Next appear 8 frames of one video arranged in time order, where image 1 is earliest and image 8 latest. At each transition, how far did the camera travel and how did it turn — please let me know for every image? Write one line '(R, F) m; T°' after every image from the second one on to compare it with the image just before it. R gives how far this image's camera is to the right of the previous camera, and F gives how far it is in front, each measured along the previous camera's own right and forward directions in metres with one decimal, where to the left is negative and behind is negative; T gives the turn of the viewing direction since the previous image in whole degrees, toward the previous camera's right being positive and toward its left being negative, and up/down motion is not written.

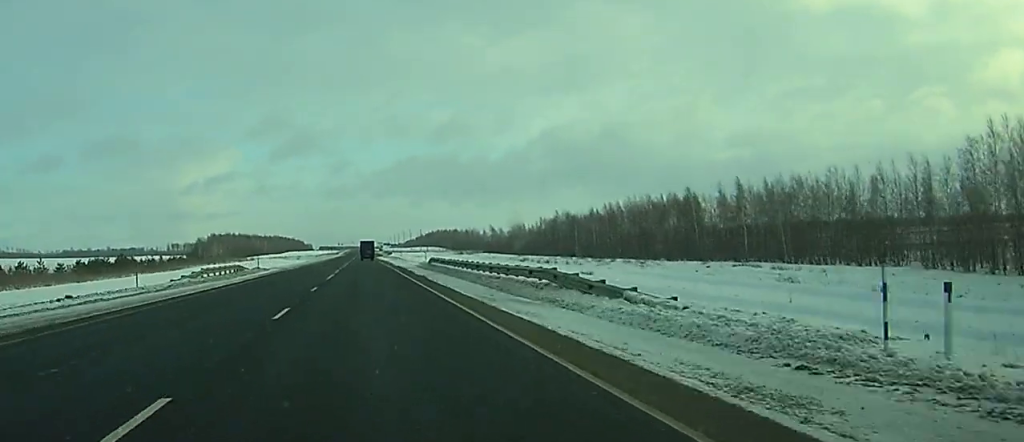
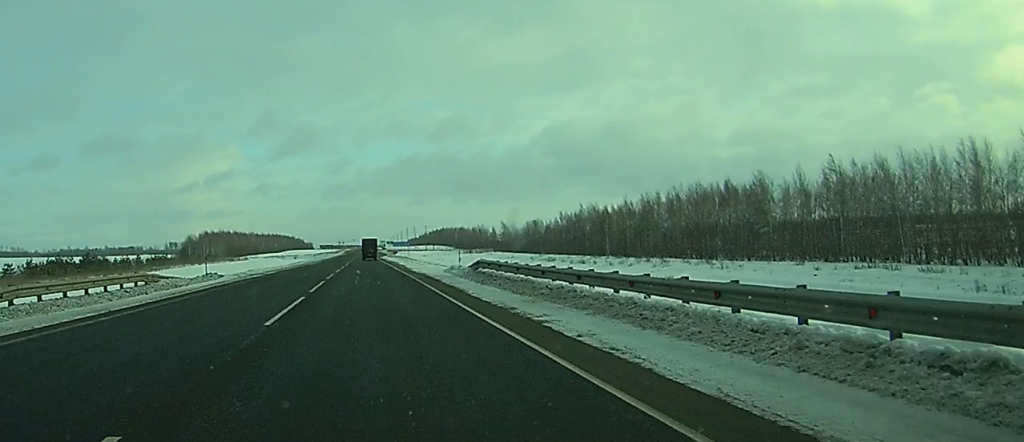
(0.0, +25.4) m; 0°
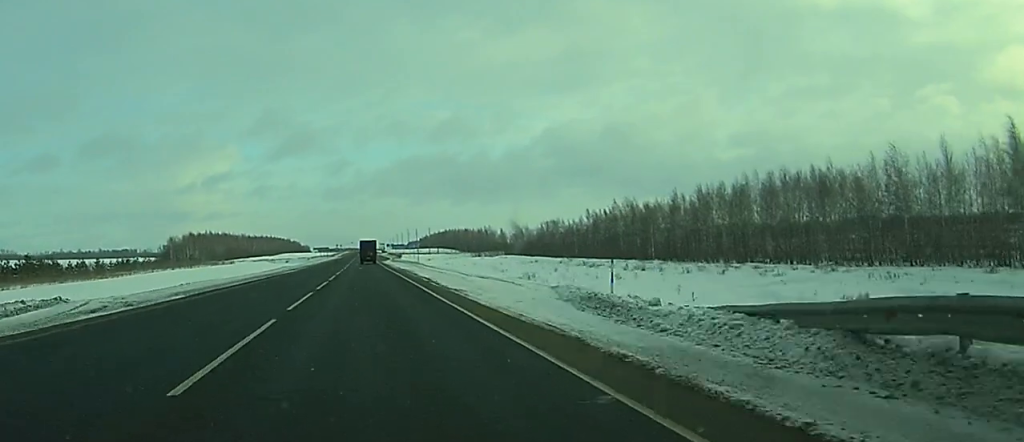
(0.0, +30.9) m; 0°
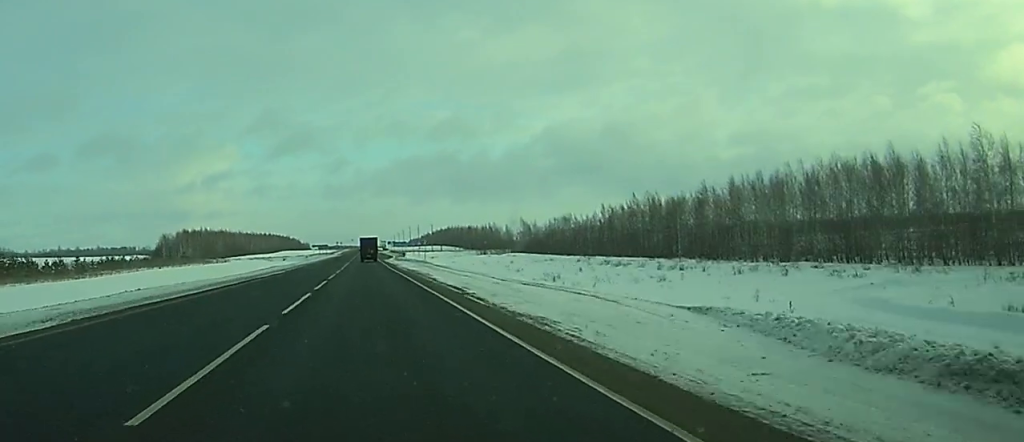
(0.0, +13.2) m; 0°
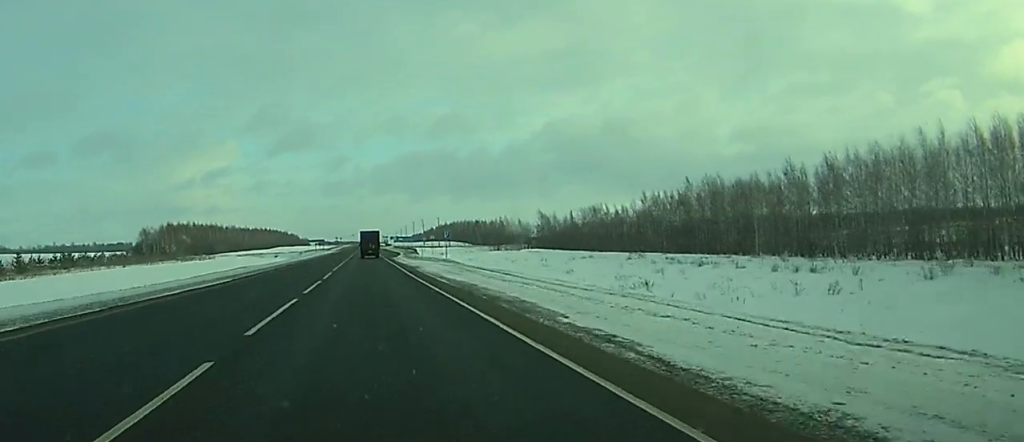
(0.0, +29.5) m; 0°
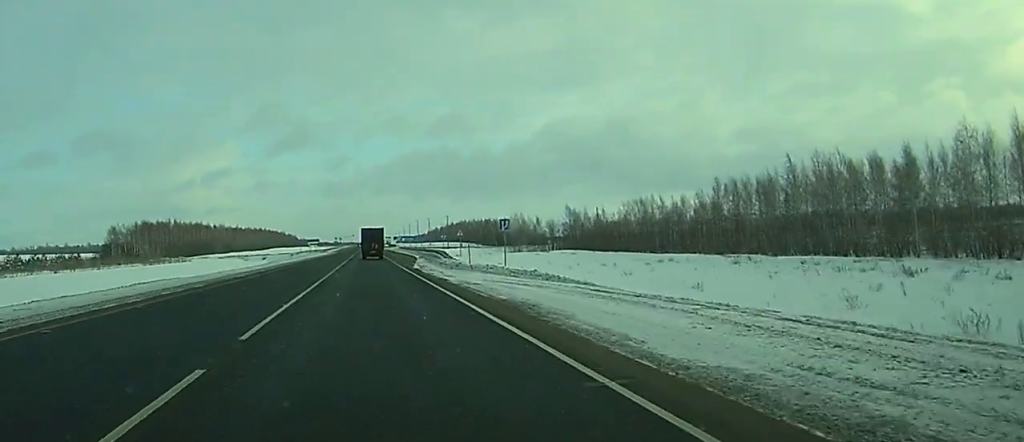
(0.0, +36.8) m; 0°
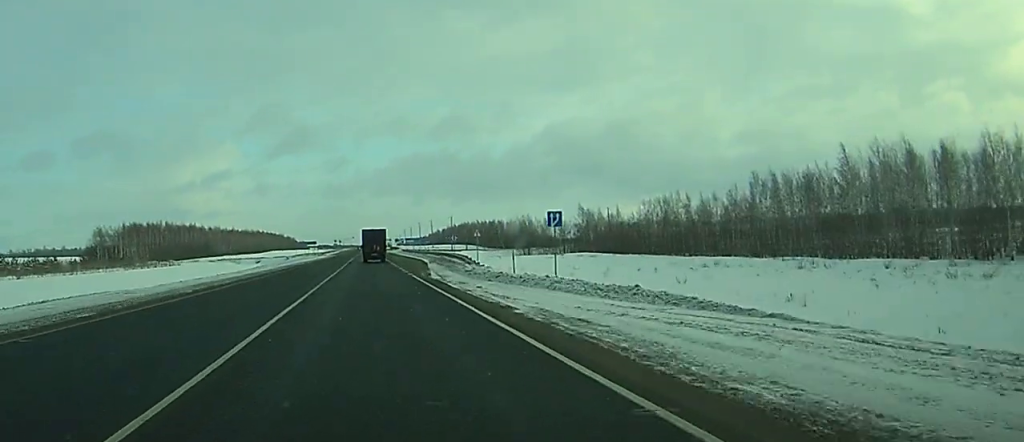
(0.0, +13.9) m; 0°
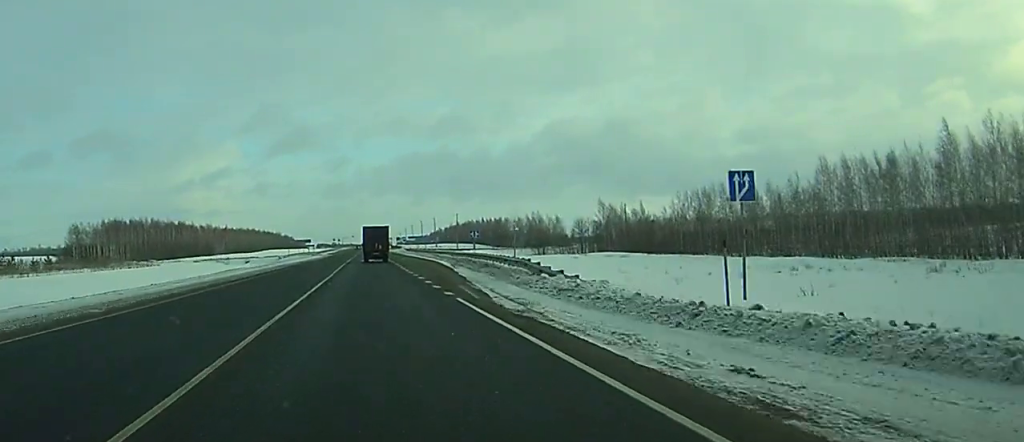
(0.0, +20.2) m; 0°
